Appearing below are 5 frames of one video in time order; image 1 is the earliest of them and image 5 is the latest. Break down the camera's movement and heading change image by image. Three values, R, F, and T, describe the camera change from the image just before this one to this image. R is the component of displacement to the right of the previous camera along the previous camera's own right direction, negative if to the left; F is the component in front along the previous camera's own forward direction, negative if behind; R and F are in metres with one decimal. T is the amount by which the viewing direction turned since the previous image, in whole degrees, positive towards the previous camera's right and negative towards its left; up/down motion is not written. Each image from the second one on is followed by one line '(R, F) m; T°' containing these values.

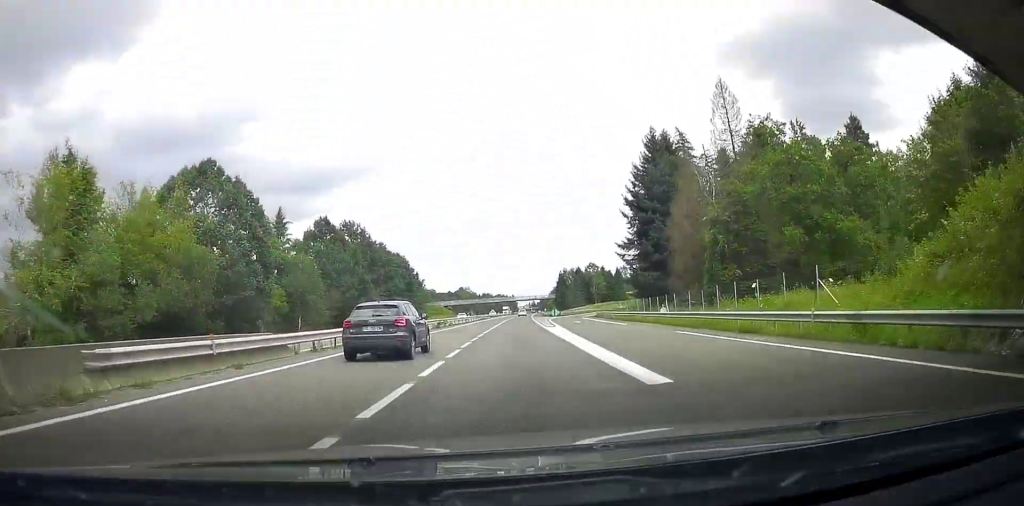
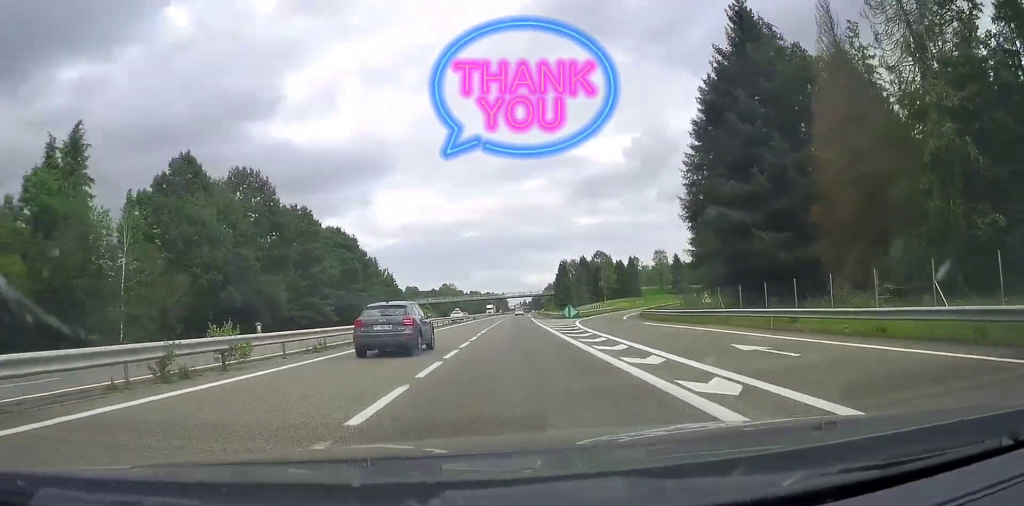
(+0.5, +39.6) m; +2°
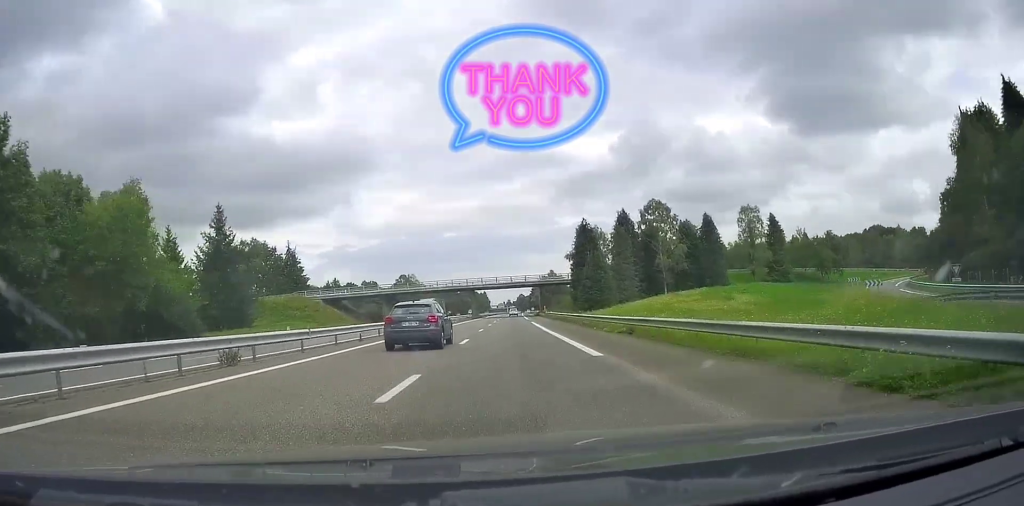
(+1.3, +82.1) m; +1°
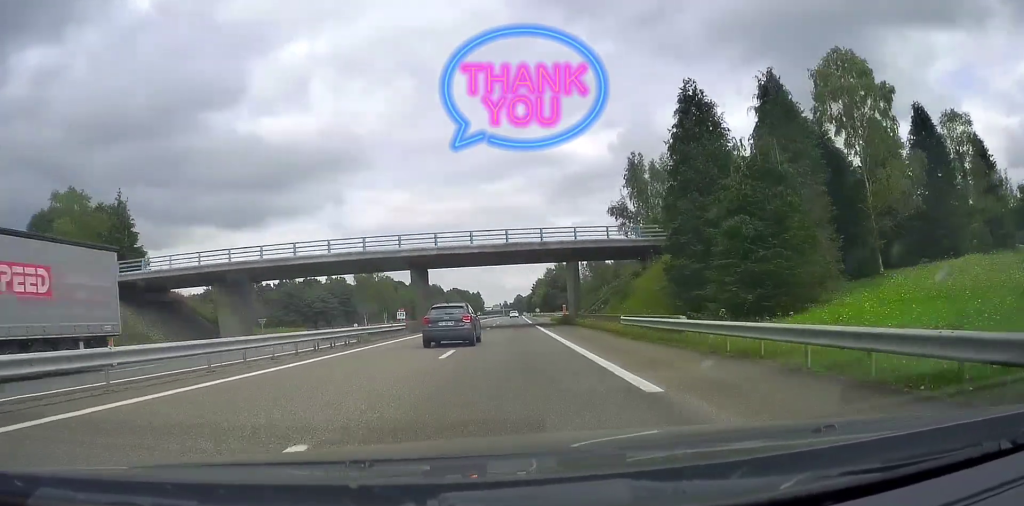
(+0.8, +58.7) m; +1°
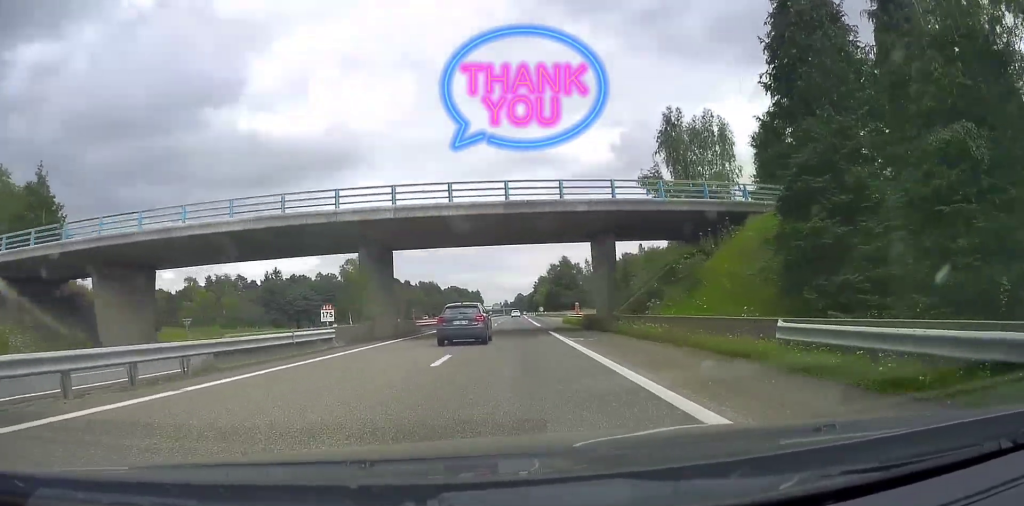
(+0.1, +15.4) m; 0°
